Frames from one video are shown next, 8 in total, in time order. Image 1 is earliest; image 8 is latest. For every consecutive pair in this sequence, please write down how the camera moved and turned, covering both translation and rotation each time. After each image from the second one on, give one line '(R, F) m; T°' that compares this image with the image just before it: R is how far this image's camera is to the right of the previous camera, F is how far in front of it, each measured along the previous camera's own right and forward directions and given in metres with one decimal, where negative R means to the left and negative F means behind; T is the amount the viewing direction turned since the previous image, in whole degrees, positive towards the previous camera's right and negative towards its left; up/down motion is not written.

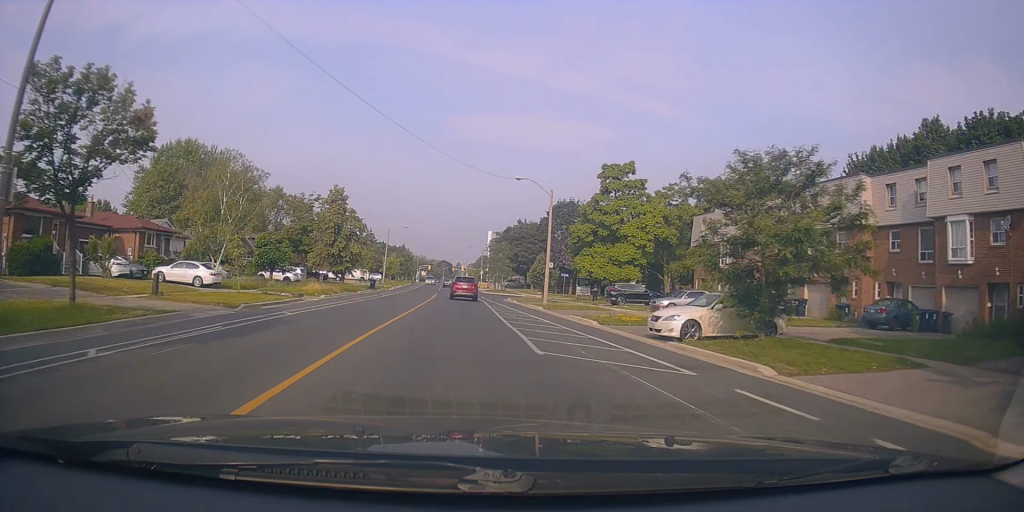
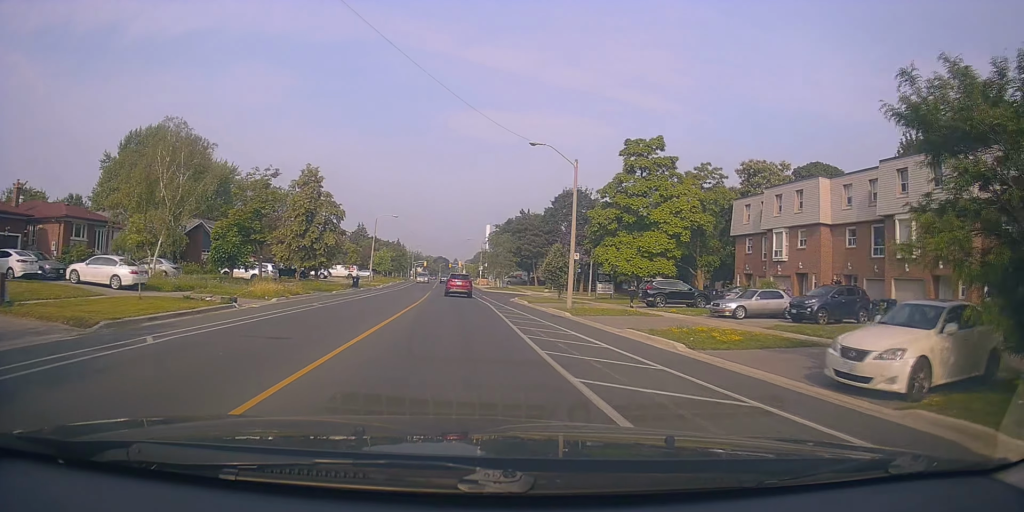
(+0.1, +8.8) m; -1°
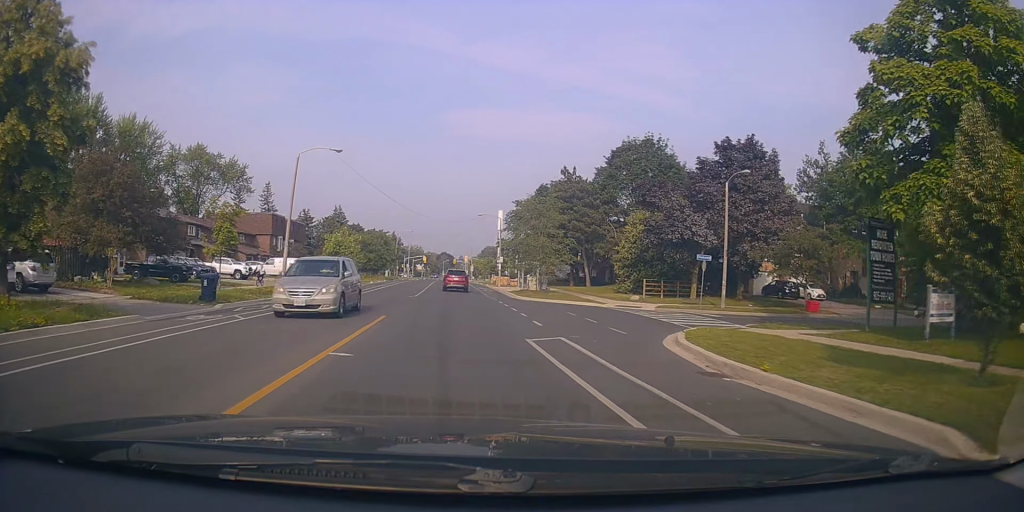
(+0.1, +33.3) m; +3°
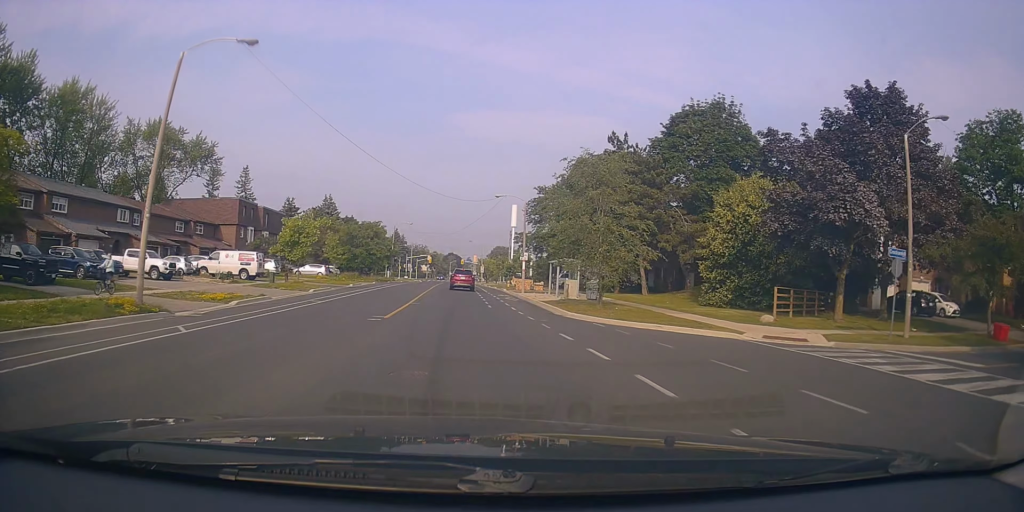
(+0.6, +15.5) m; -2°
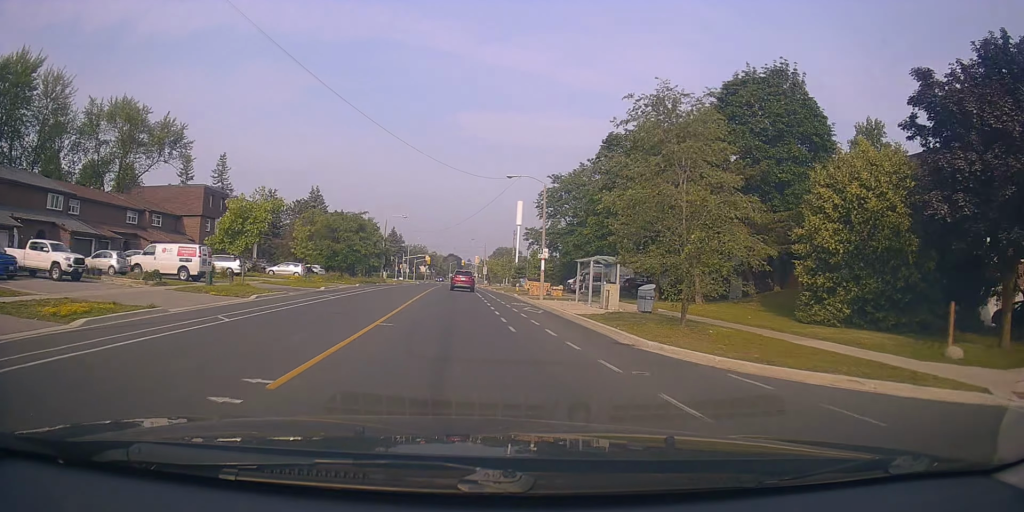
(-0.9, +10.1) m; -3°
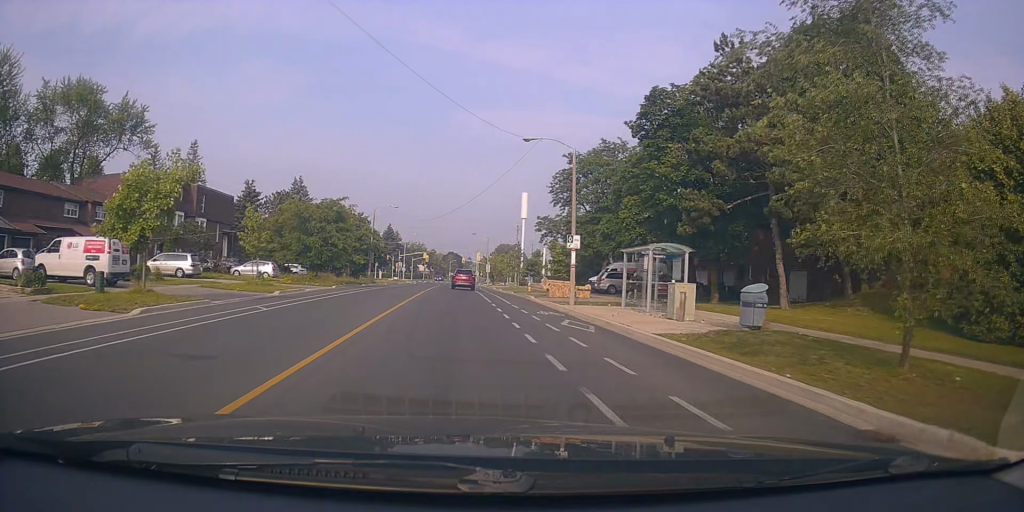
(0.0, +9.6) m; 0°
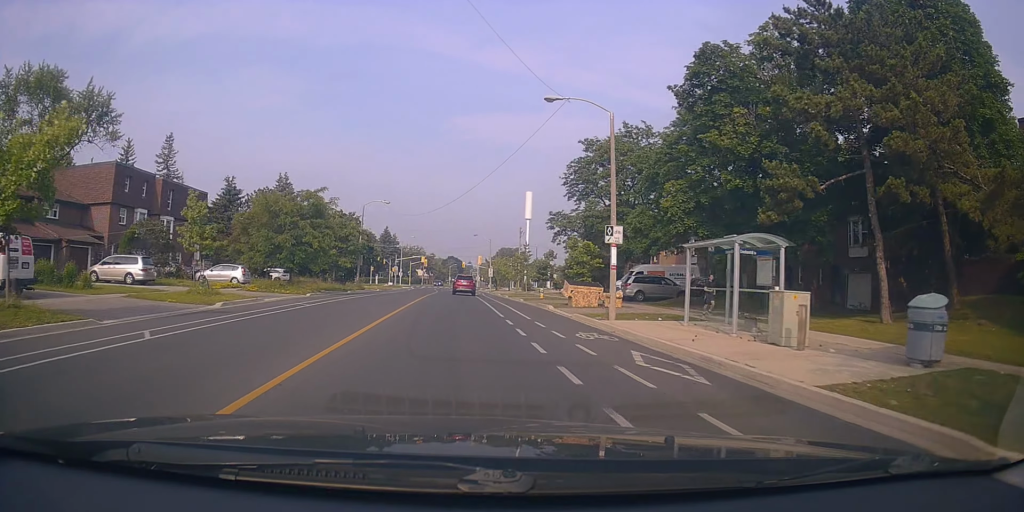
(+0.1, +7.0) m; 0°
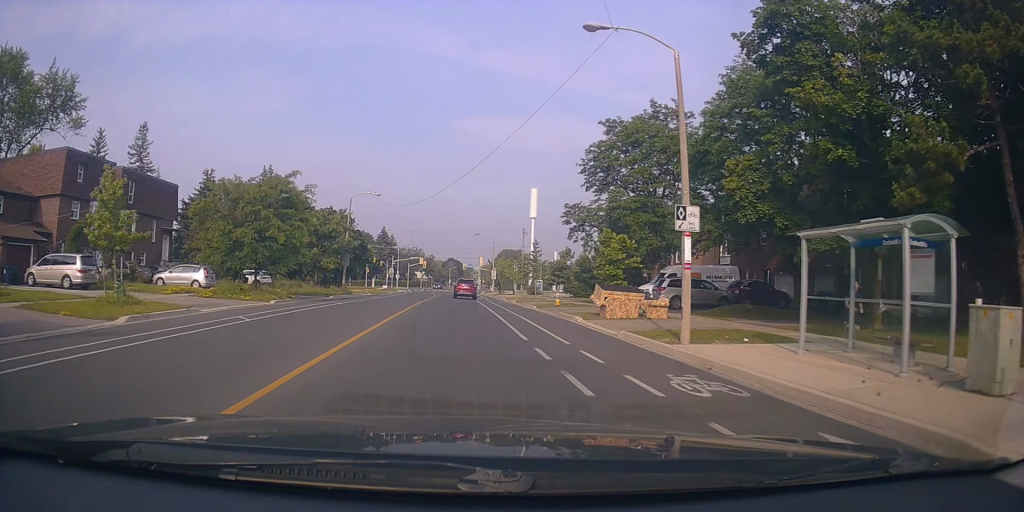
(-0.1, +6.4) m; 0°
